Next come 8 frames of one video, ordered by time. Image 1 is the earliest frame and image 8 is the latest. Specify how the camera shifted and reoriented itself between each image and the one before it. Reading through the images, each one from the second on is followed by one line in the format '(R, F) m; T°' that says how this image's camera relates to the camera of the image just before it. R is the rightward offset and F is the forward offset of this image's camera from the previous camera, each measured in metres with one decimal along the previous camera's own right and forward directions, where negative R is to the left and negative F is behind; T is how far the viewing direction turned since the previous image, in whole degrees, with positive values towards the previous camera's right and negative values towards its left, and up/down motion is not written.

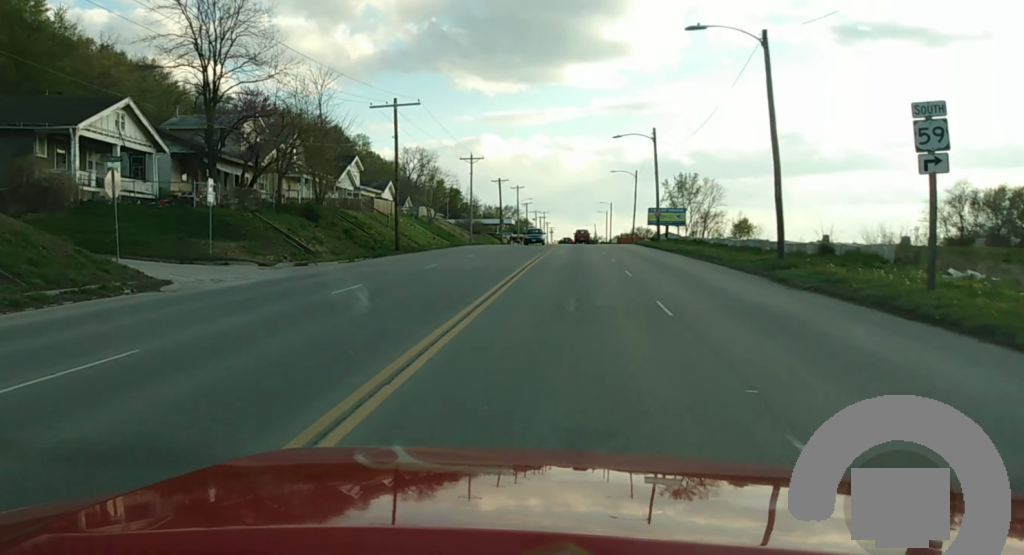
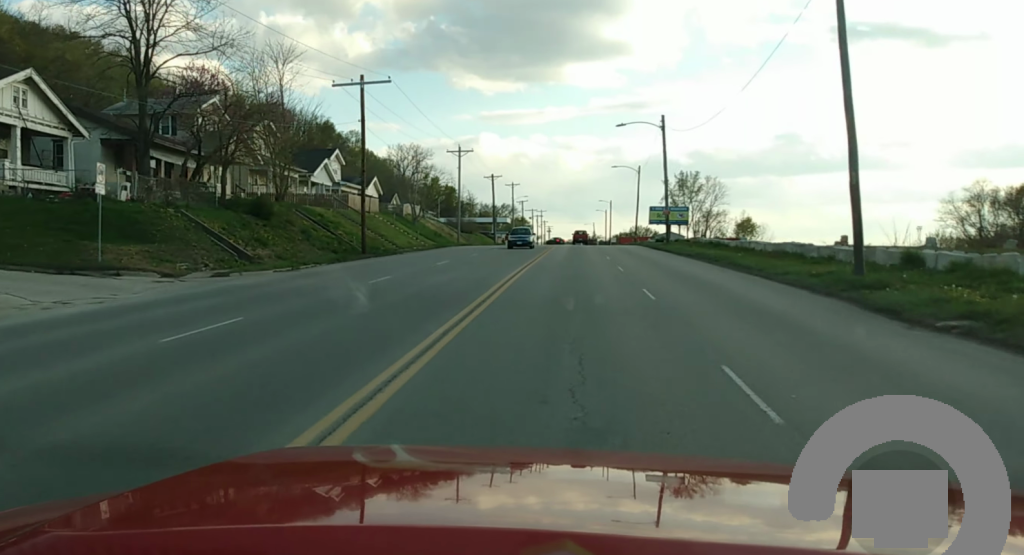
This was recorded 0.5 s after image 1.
(+0.1, +8.4) m; 0°
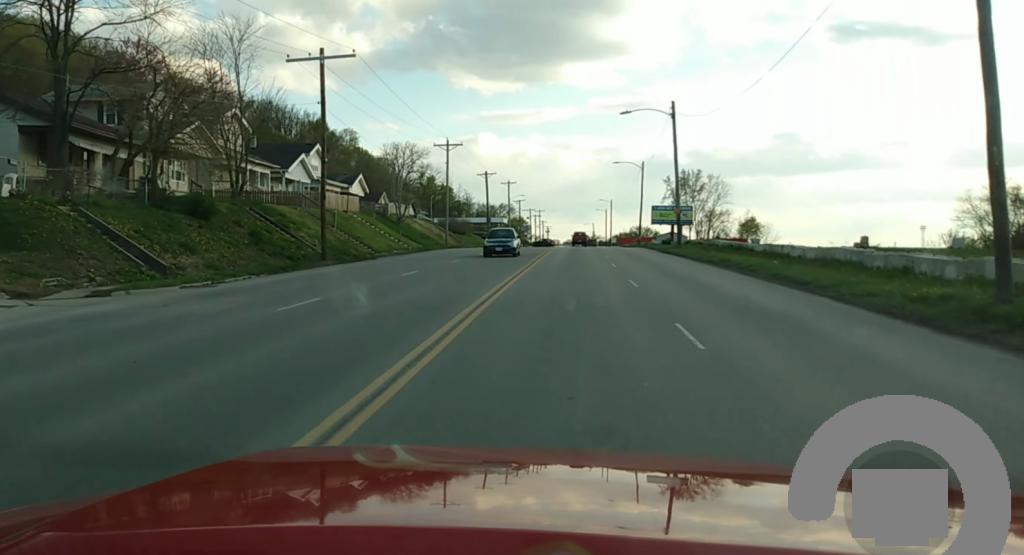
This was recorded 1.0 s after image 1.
(-0.2, +7.9) m; -1°
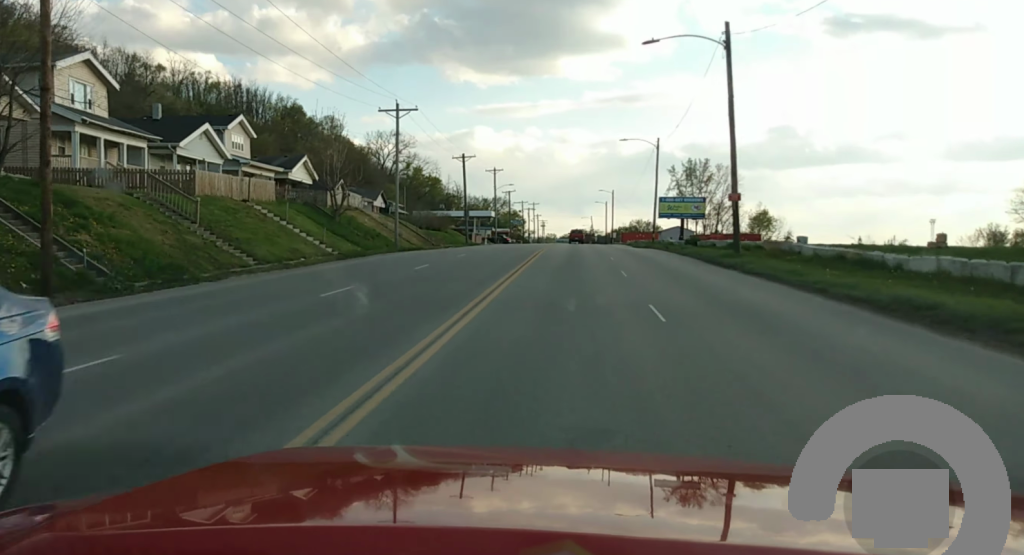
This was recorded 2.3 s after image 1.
(-0.3, +20.6) m; -1°
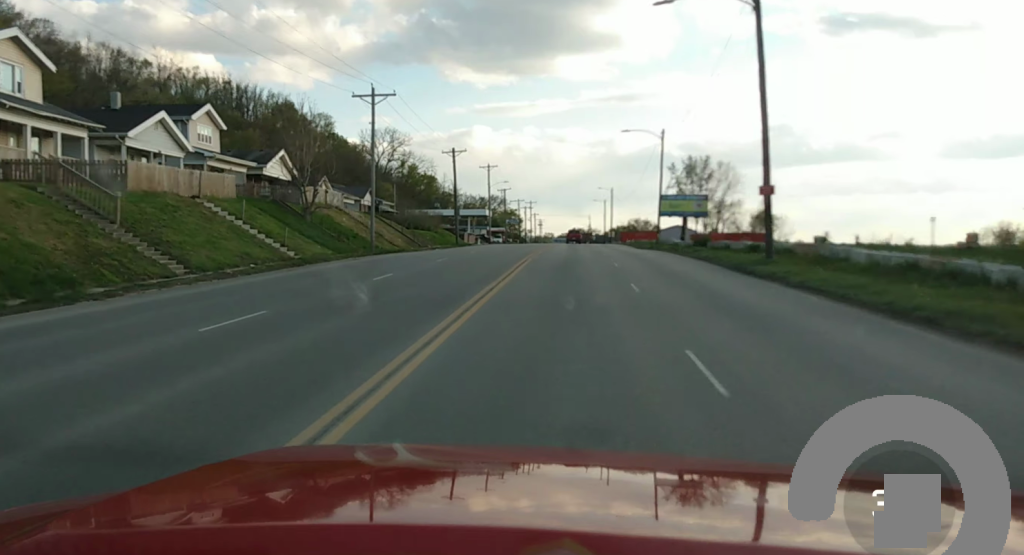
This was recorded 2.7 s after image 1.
(0.0, +6.9) m; 0°
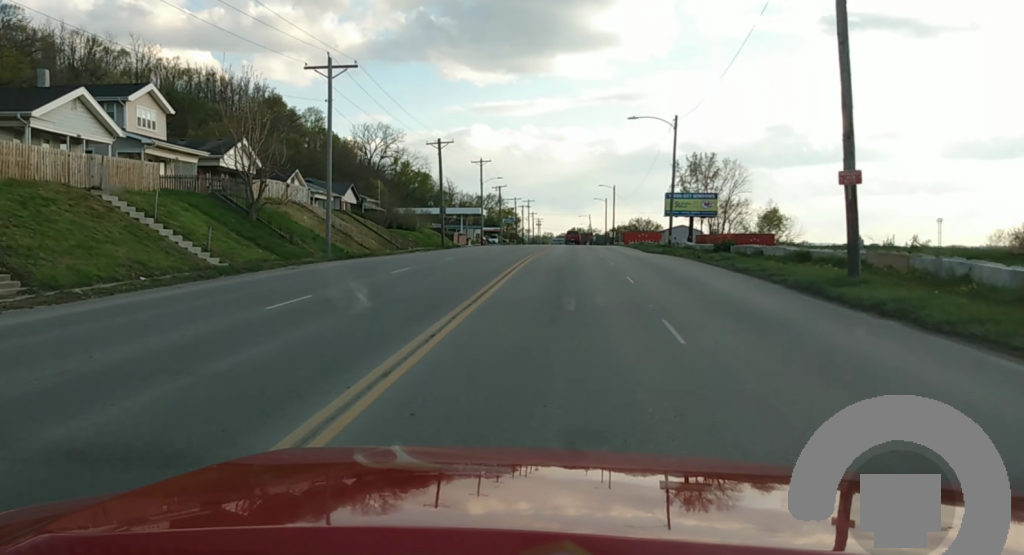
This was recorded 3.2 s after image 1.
(0.0, +8.7) m; 0°
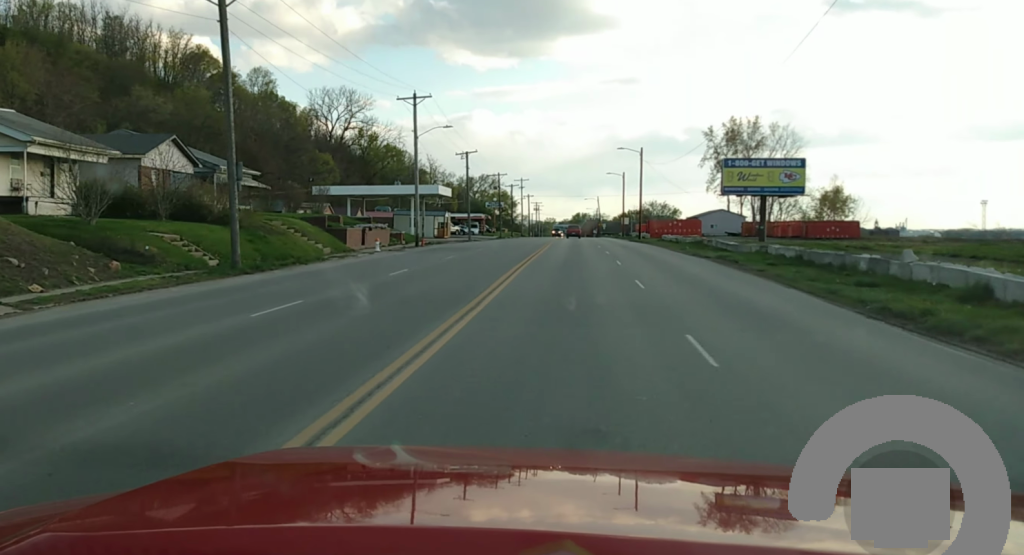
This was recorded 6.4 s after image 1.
(+1.3, +51.6) m; +4°
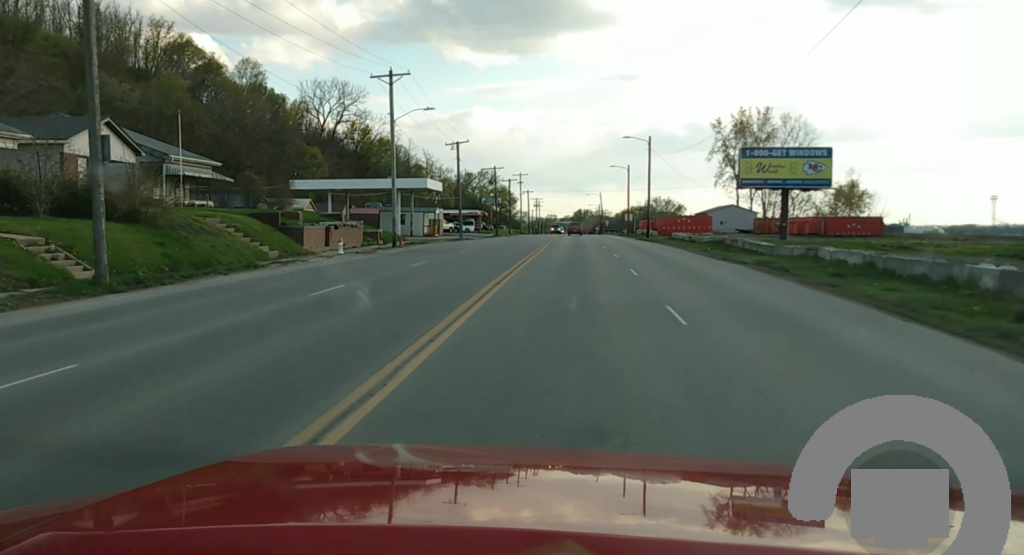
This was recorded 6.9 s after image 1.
(0.0, +7.3) m; -1°
